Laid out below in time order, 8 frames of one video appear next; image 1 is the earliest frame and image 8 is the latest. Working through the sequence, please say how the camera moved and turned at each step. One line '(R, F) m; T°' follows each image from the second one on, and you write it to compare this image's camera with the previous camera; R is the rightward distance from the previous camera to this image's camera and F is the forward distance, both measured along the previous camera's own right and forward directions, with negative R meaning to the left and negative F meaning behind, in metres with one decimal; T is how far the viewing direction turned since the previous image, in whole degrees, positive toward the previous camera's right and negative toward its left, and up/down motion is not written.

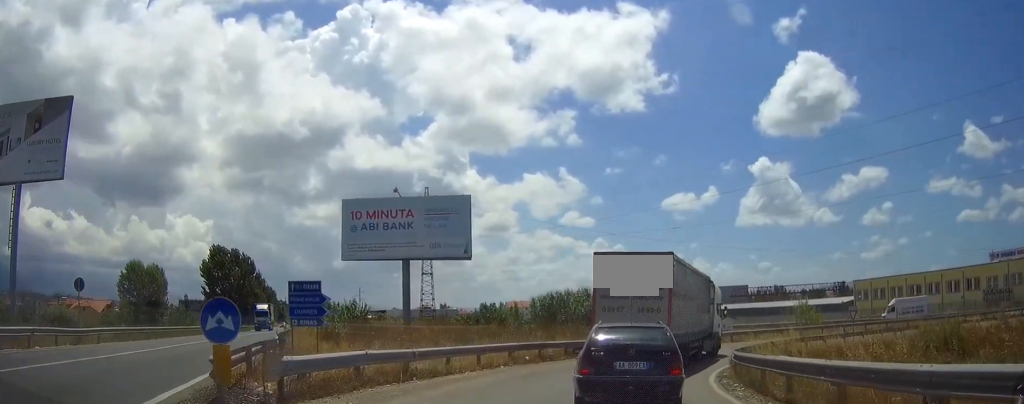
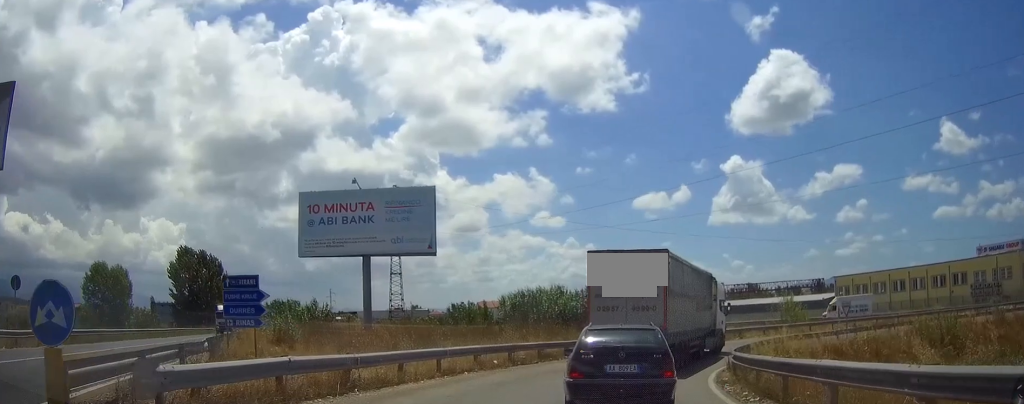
(+0.2, +3.0) m; +3°
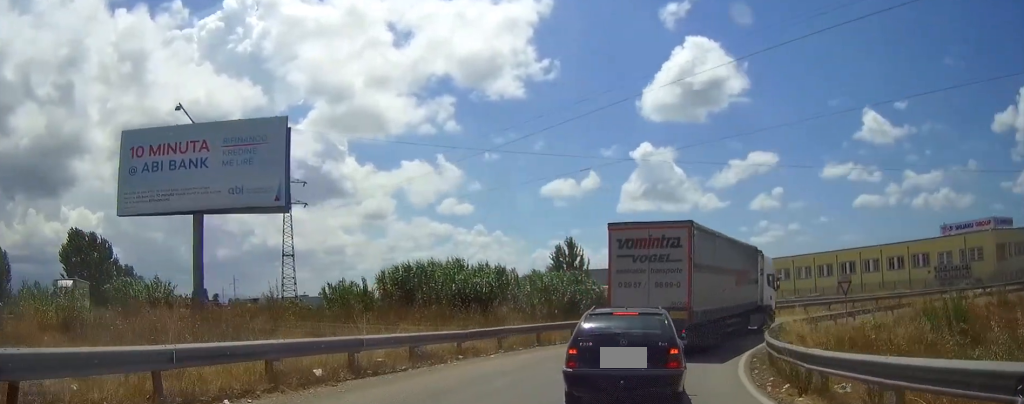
(+1.0, +12.1) m; +7°
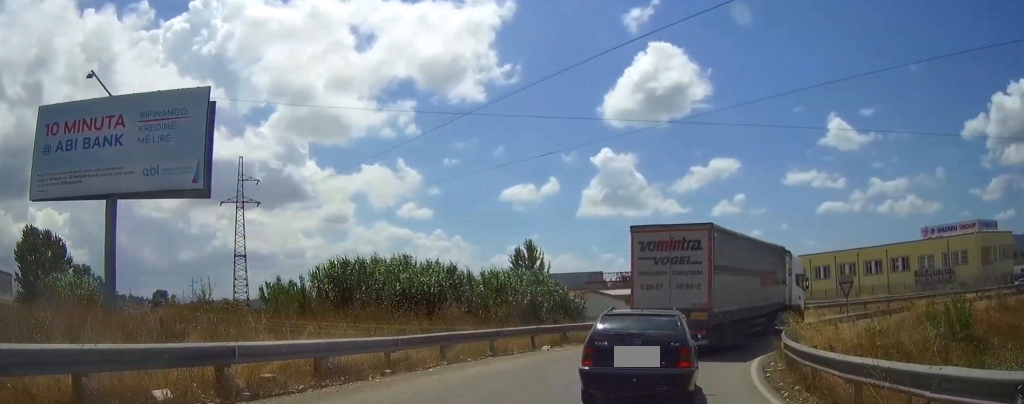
(0.0, +5.3) m; +2°
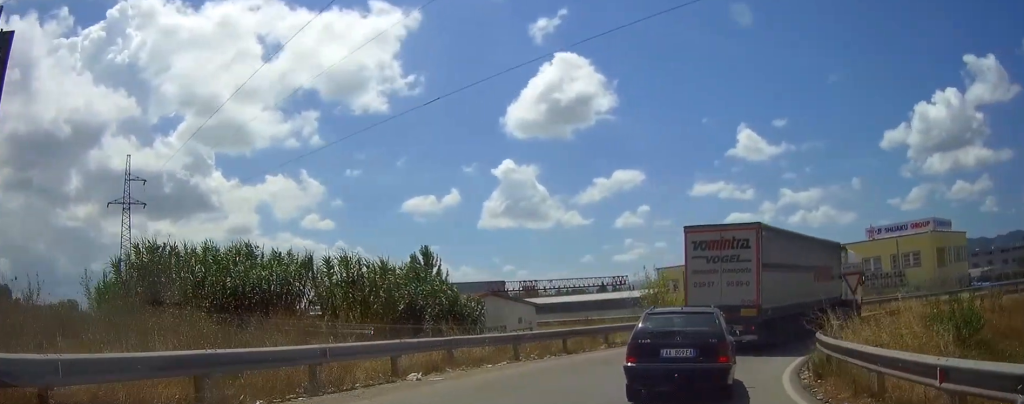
(+0.6, +9.5) m; +9°
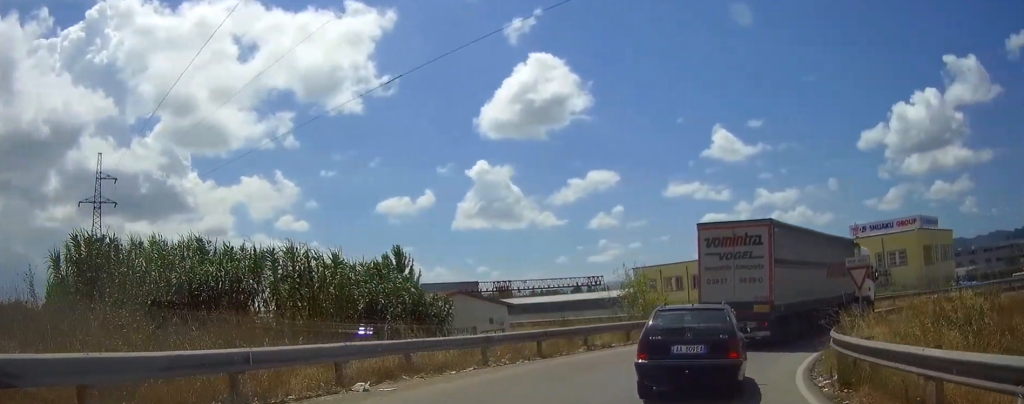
(0.0, +2.2) m; +3°
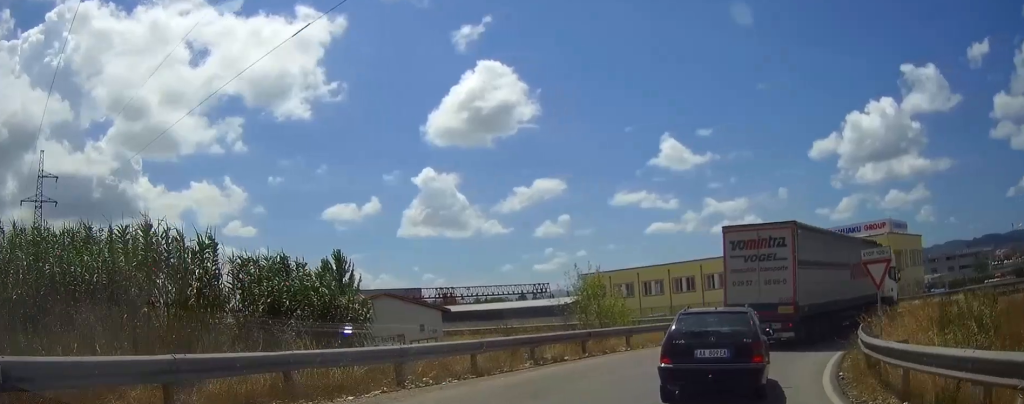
(+0.3, +4.4) m; +5°
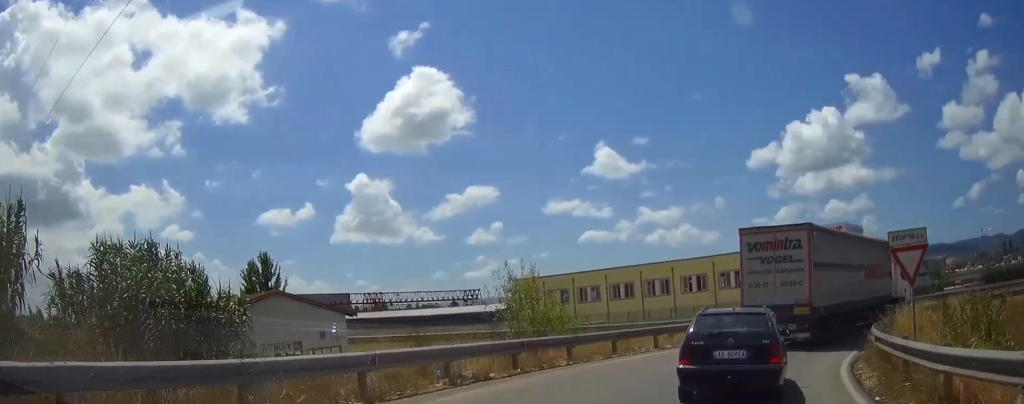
(+0.2, +4.3) m; +3°
